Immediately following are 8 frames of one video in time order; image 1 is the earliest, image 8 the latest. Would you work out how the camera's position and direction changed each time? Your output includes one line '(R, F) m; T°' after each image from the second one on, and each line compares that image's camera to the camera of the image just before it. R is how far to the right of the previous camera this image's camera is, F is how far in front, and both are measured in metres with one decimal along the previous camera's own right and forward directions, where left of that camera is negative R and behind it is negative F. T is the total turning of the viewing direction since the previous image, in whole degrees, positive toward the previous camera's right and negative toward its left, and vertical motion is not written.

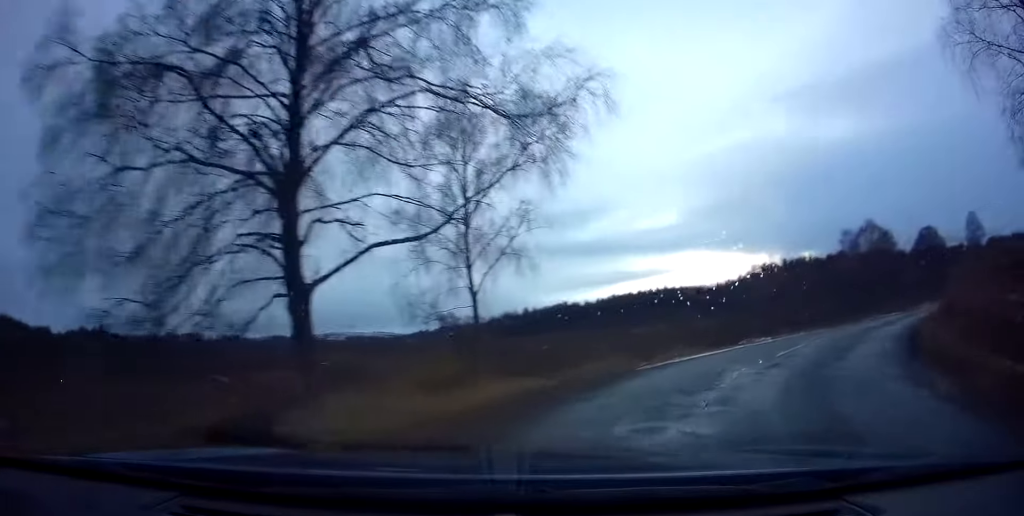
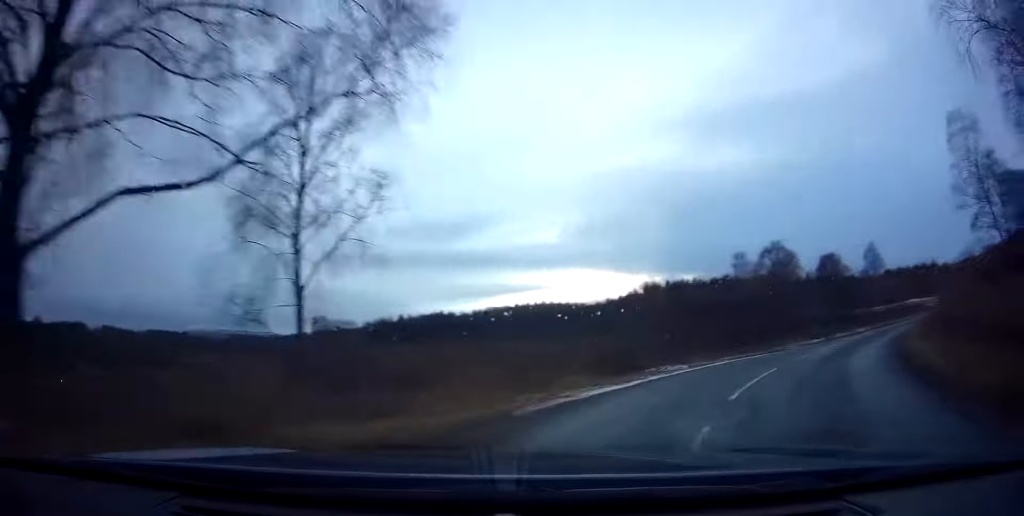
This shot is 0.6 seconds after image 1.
(+0.4, +4.5) m; +13°
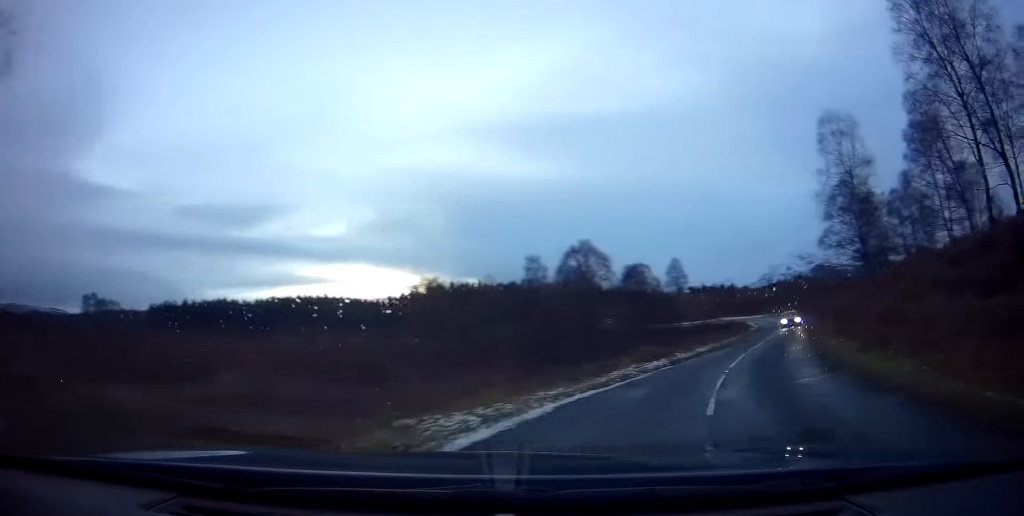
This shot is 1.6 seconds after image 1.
(+1.4, +7.4) m; +24°
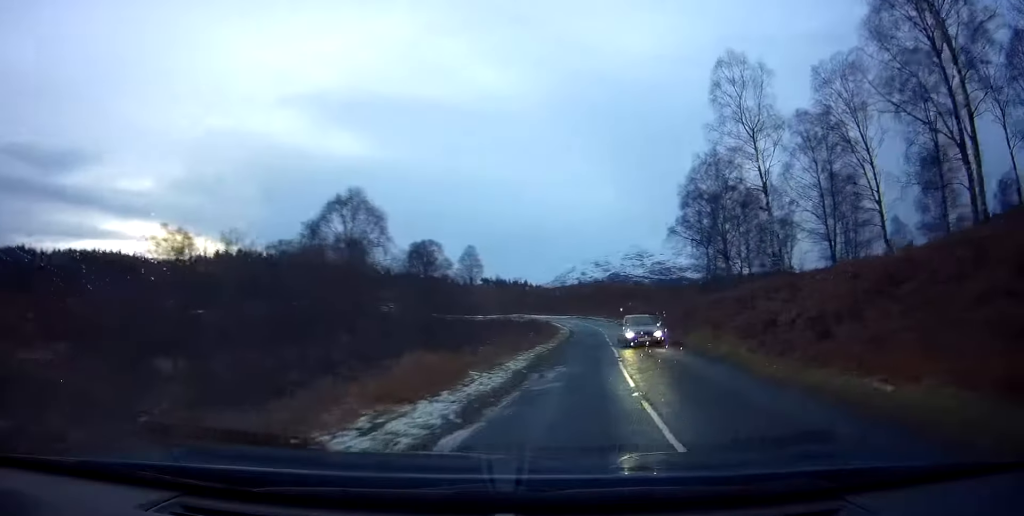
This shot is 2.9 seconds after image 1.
(+2.8, +10.8) m; +22°
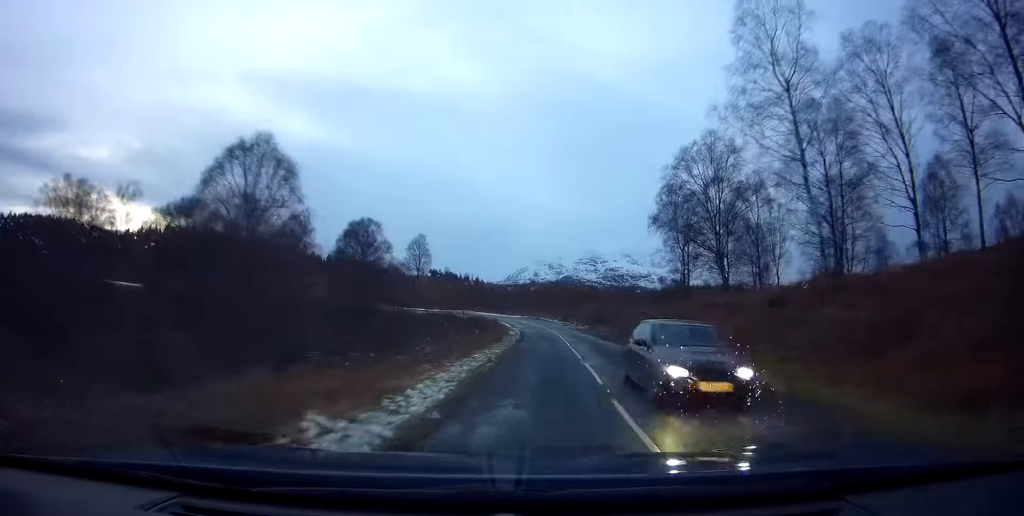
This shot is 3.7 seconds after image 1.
(+0.5, +6.7) m; +6°
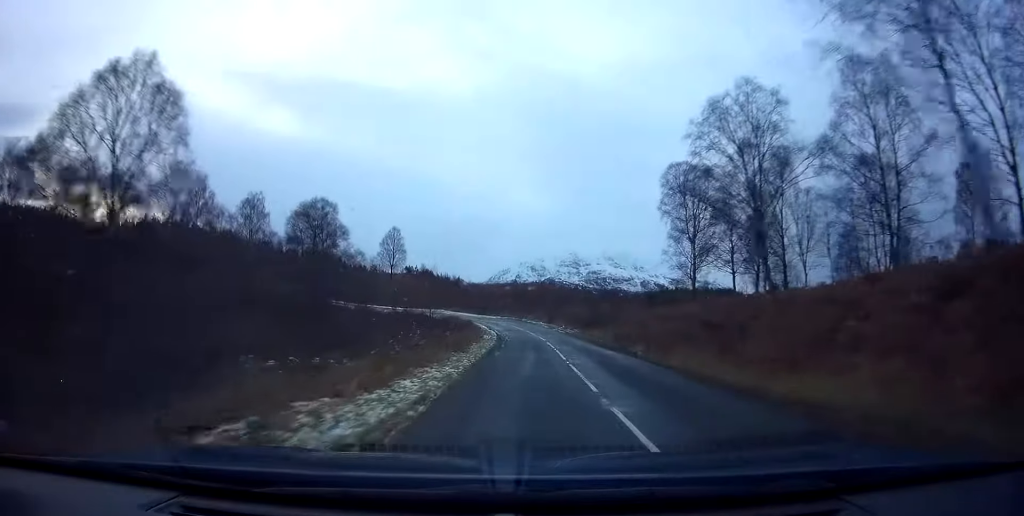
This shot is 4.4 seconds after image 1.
(+0.6, +7.6) m; +2°
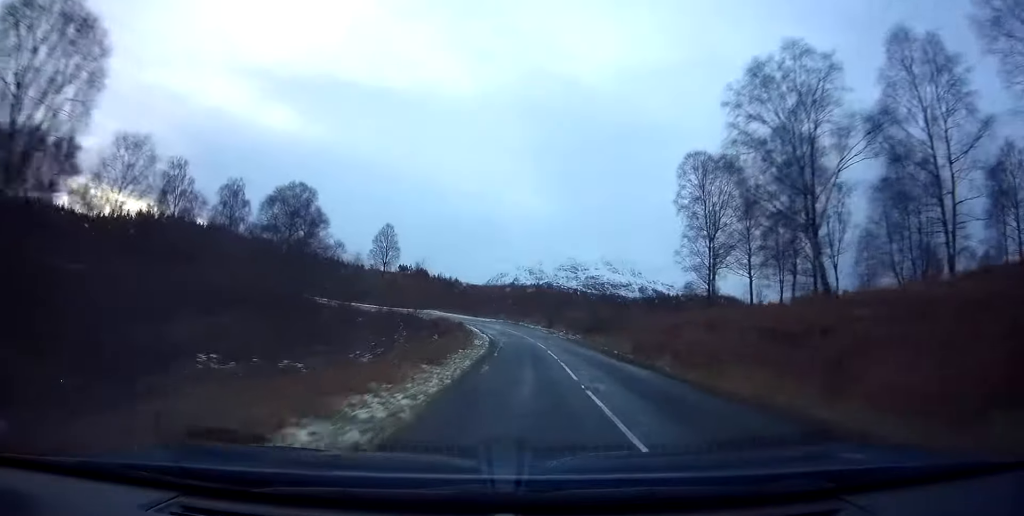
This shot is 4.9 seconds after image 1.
(-0.2, +4.6) m; 0°
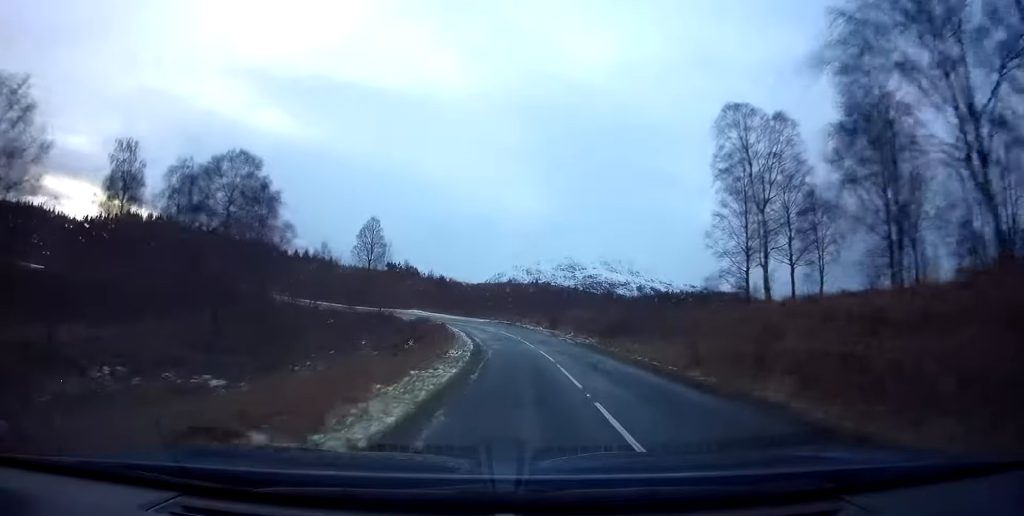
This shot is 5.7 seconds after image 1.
(0.0, +8.8) m; 0°
